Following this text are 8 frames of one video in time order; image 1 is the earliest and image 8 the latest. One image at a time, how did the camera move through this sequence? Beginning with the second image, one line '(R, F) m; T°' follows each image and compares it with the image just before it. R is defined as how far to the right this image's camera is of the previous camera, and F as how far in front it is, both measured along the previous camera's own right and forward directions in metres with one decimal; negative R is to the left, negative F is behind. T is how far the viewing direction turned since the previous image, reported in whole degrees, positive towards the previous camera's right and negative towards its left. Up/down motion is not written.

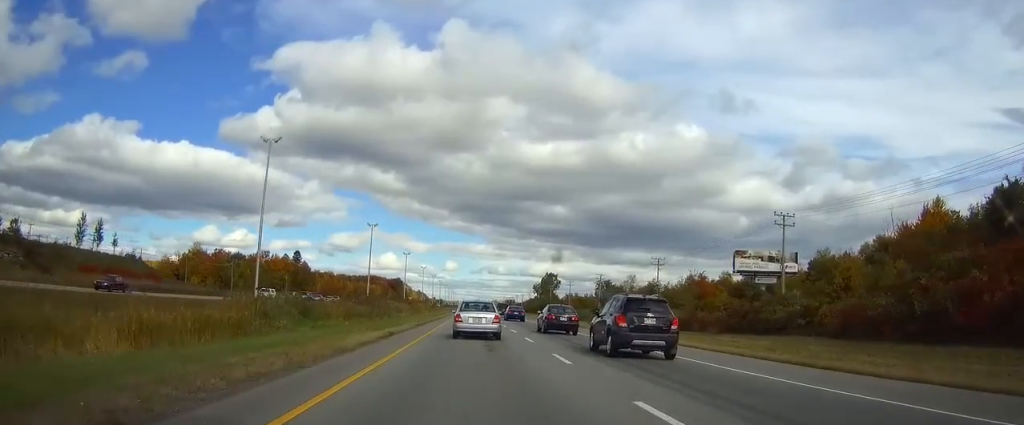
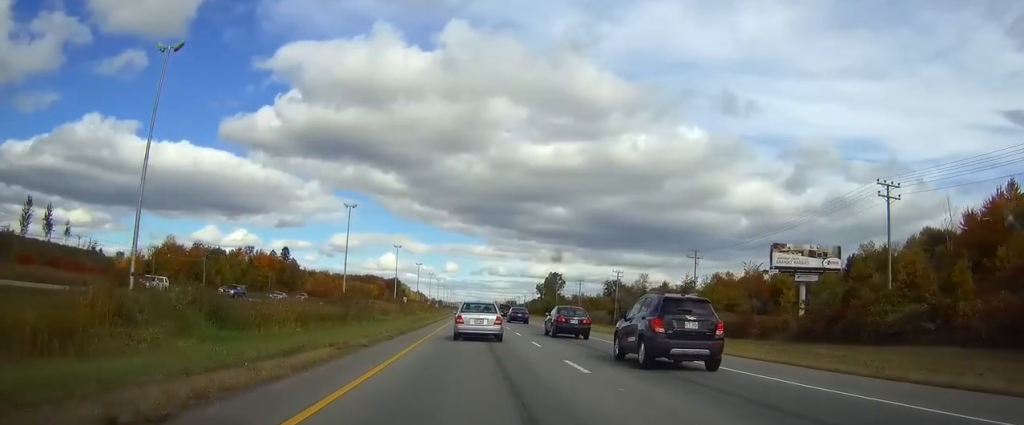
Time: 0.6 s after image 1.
(0.0, +19.6) m; 0°
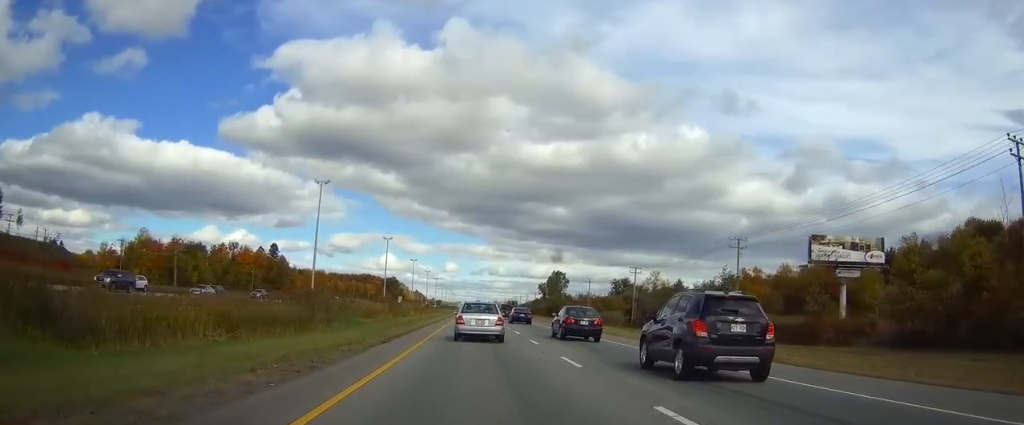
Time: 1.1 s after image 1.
(0.0, +16.4) m; 0°
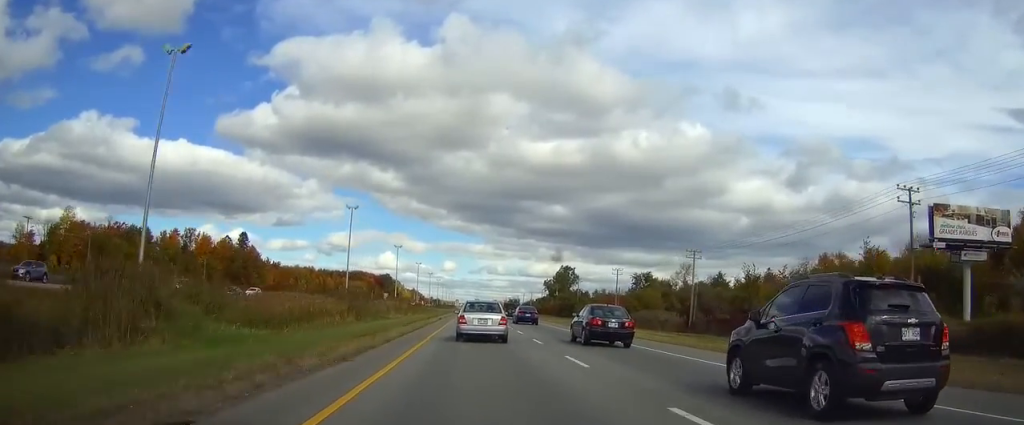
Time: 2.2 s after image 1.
(0.0, +36.0) m; 0°
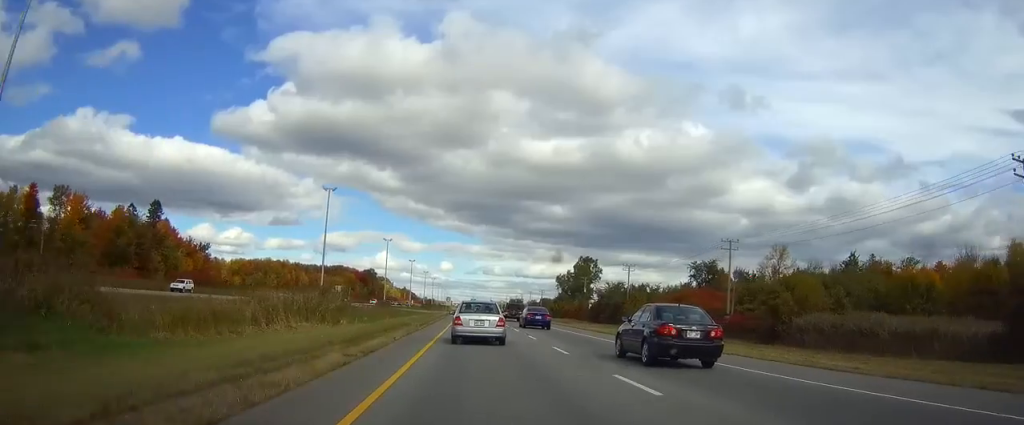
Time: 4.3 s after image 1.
(+0.2, +67.2) m; 0°
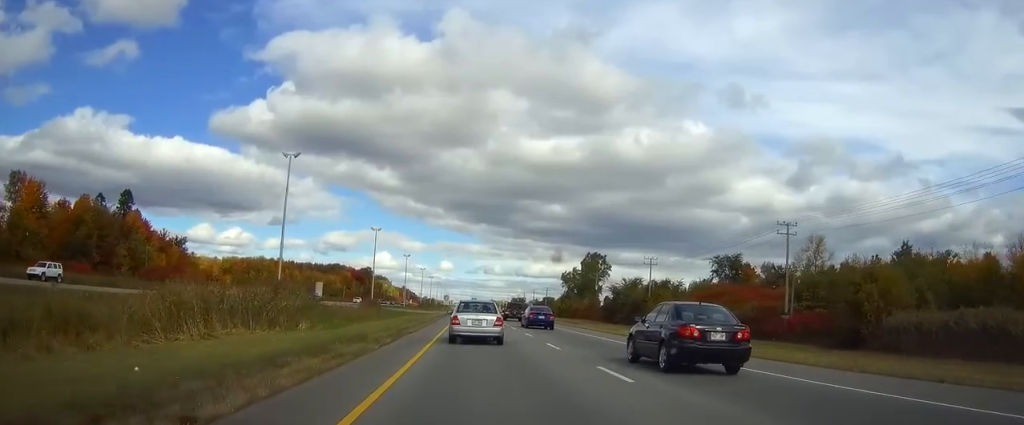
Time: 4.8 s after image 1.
(0.0, +16.2) m; 0°
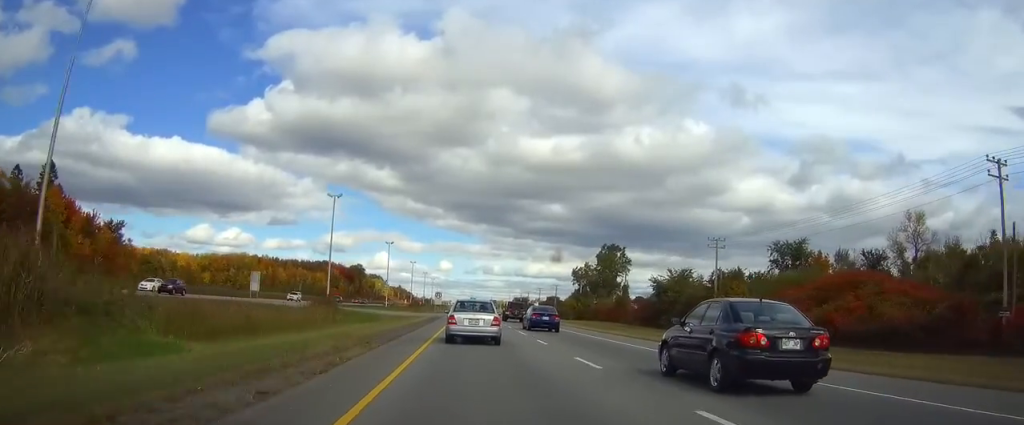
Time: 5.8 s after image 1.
(0.0, +33.4) m; 0°
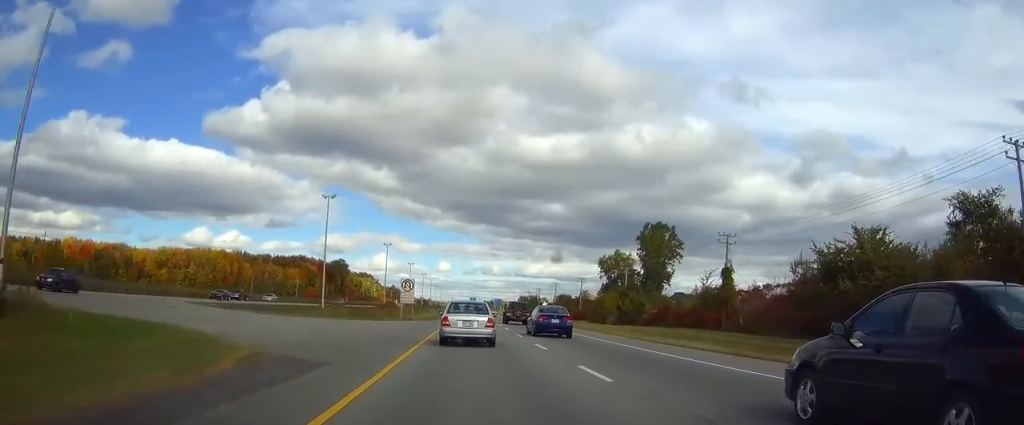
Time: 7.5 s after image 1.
(0.0, +55.8) m; 0°
